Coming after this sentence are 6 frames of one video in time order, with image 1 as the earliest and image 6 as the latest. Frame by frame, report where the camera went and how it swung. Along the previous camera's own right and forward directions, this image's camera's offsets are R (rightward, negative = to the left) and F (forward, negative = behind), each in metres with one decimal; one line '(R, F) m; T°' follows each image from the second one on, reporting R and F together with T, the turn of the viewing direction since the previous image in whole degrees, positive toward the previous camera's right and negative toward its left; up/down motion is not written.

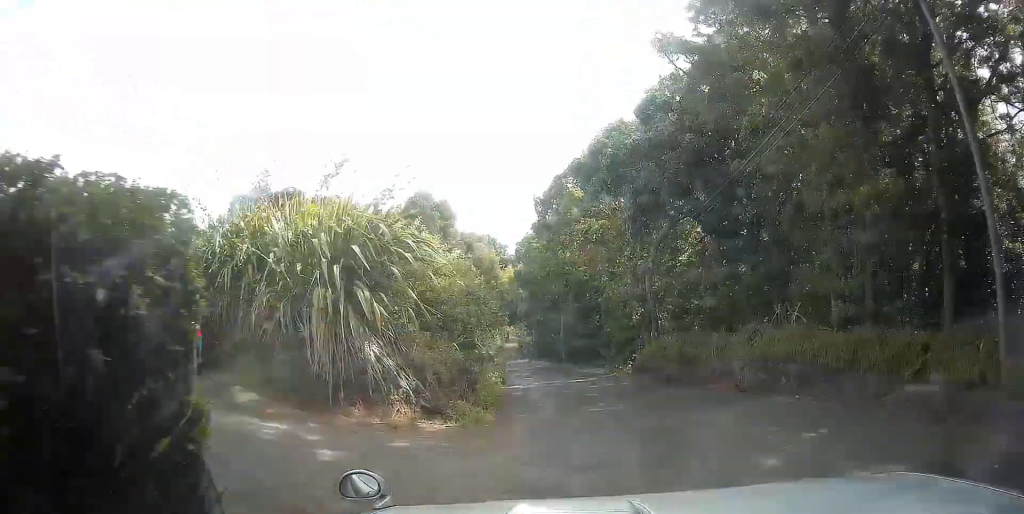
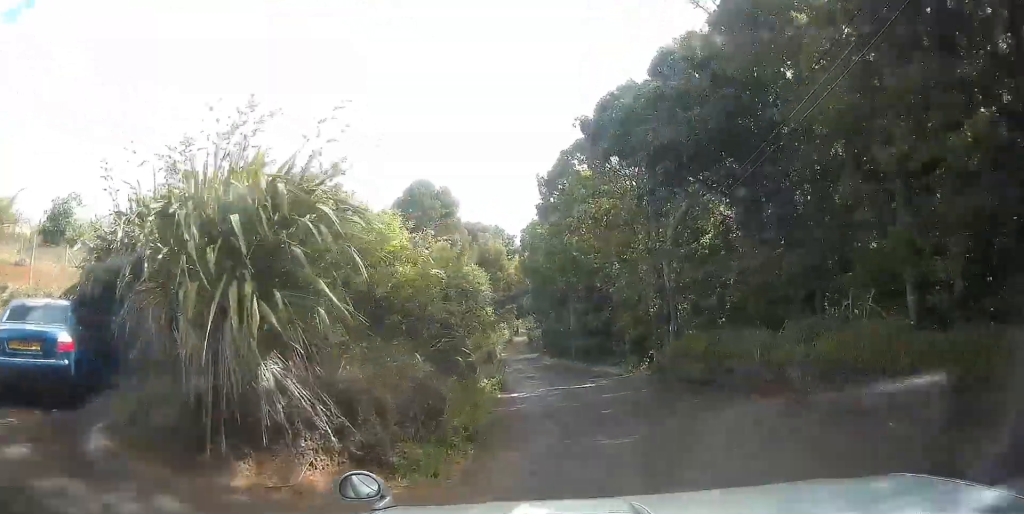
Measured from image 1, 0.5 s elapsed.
(-0.1, +3.1) m; -3°
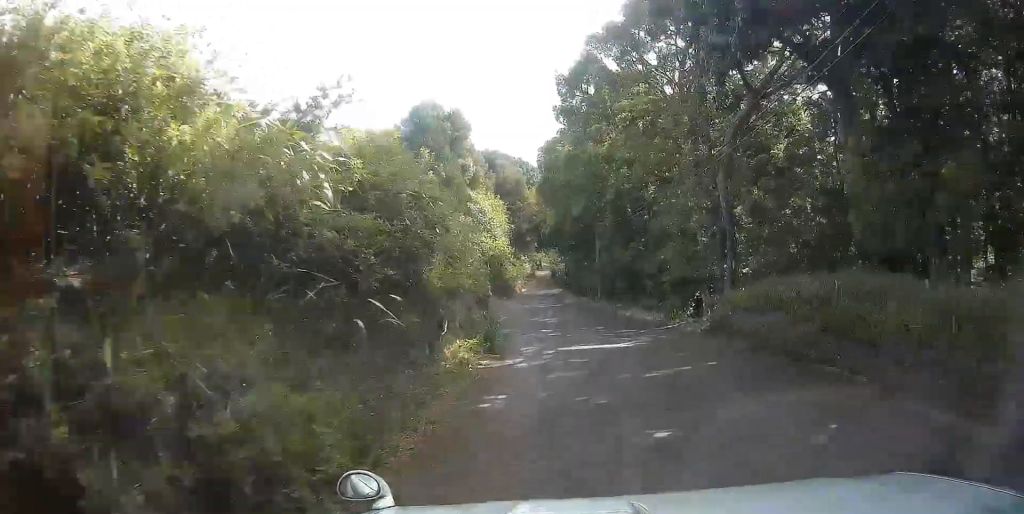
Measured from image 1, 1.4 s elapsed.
(-0.3, +5.7) m; -4°
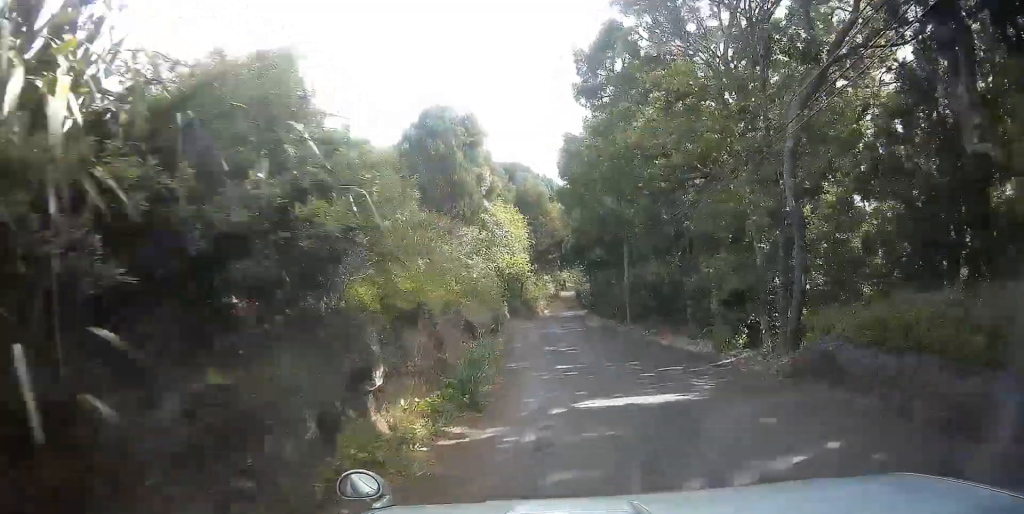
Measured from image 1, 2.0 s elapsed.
(-0.2, +4.1) m; 0°
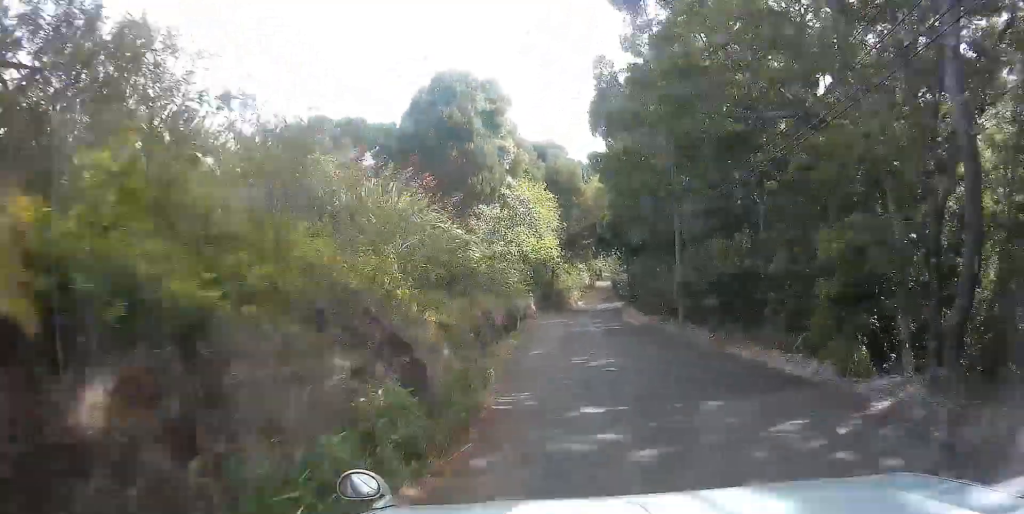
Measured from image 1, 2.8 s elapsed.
(+0.1, +6.1) m; 0°
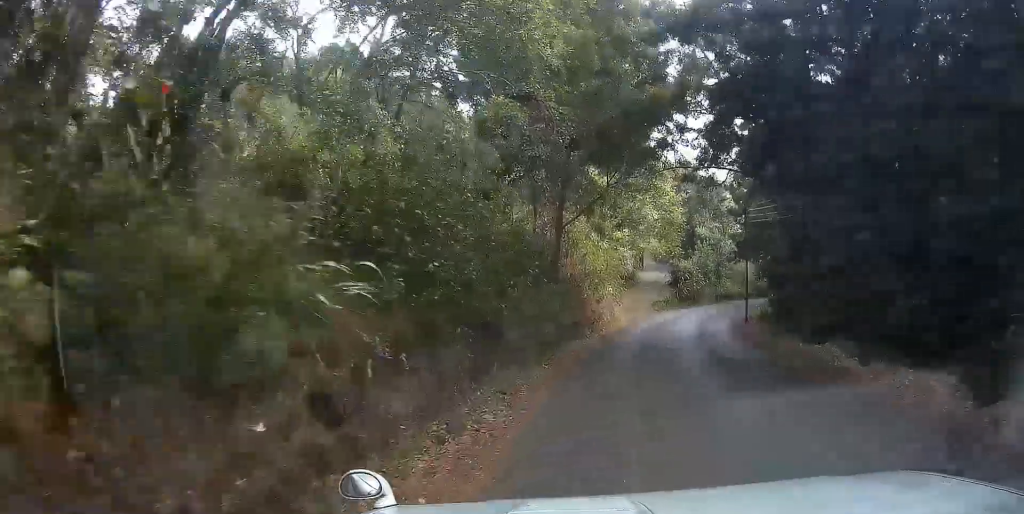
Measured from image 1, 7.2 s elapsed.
(-0.5, +39.2) m; +1°
